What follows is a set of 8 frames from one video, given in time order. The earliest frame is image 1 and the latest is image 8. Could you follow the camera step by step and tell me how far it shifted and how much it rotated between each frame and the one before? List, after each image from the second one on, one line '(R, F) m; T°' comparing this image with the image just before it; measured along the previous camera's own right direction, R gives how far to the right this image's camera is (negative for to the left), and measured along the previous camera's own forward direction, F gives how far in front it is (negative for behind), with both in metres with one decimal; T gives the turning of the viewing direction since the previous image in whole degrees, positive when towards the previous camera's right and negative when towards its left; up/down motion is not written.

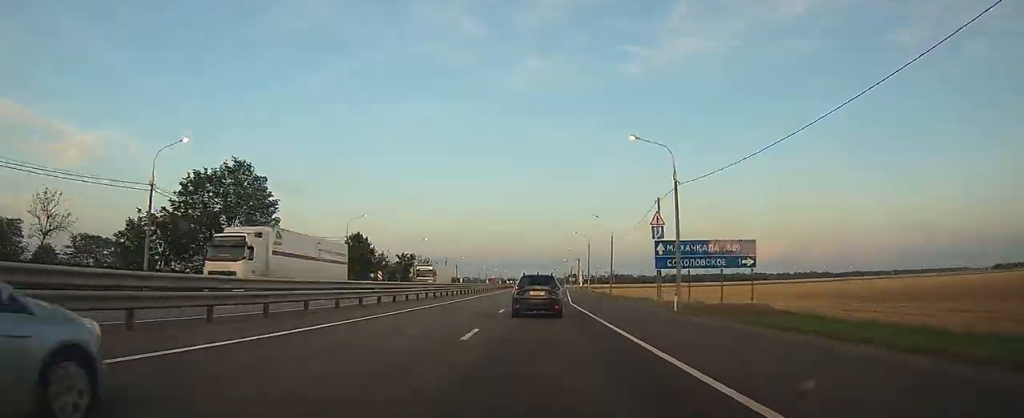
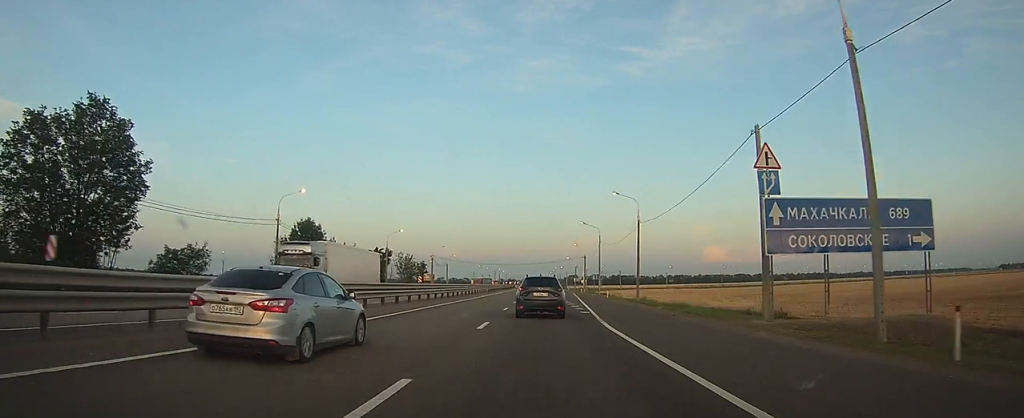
(0.0, +20.3) m; 0°
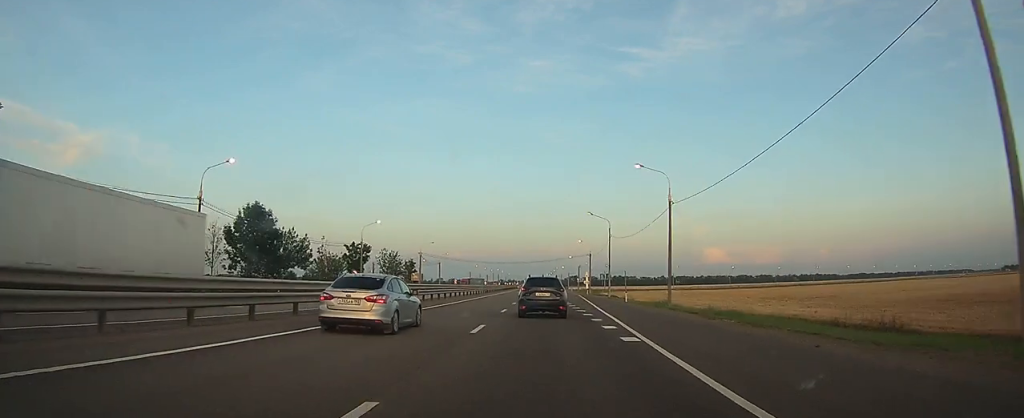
(0.0, +13.4) m; 0°
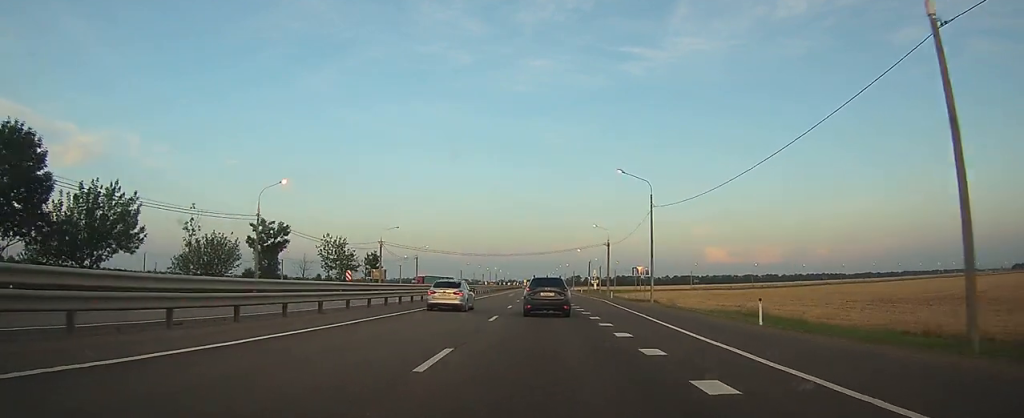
(+0.1, +30.1) m; 0°
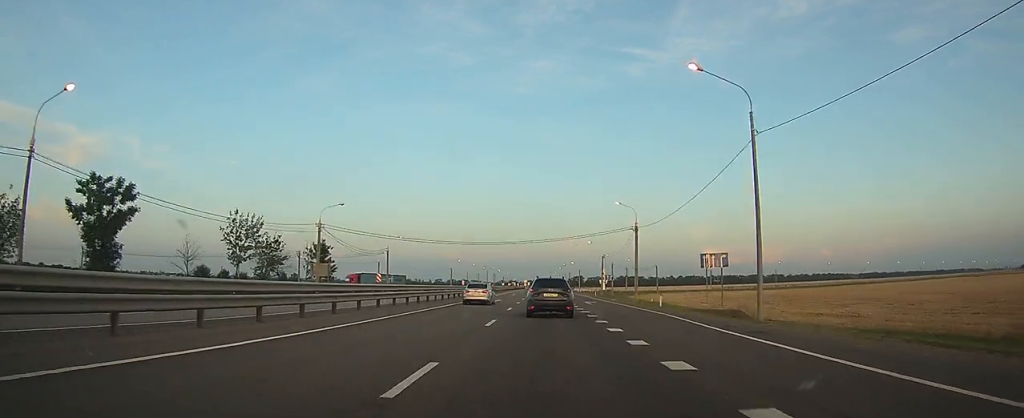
(0.0, +24.9) m; 0°
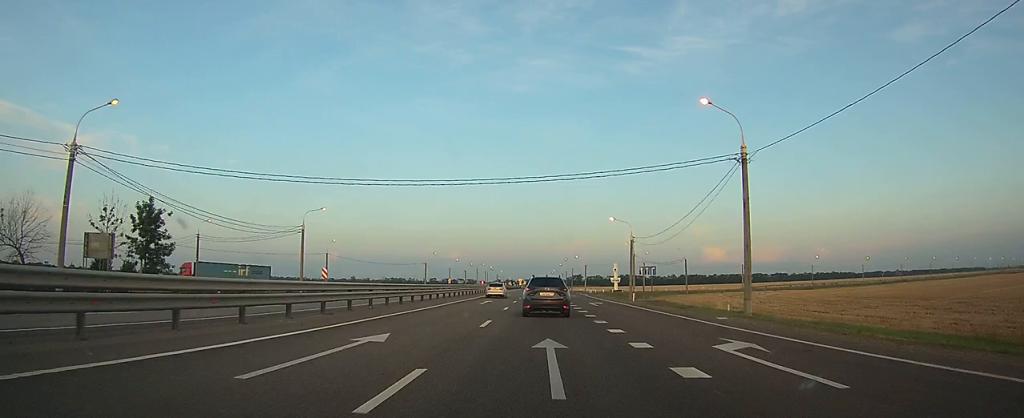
(-0.2, +35.7) m; -1°
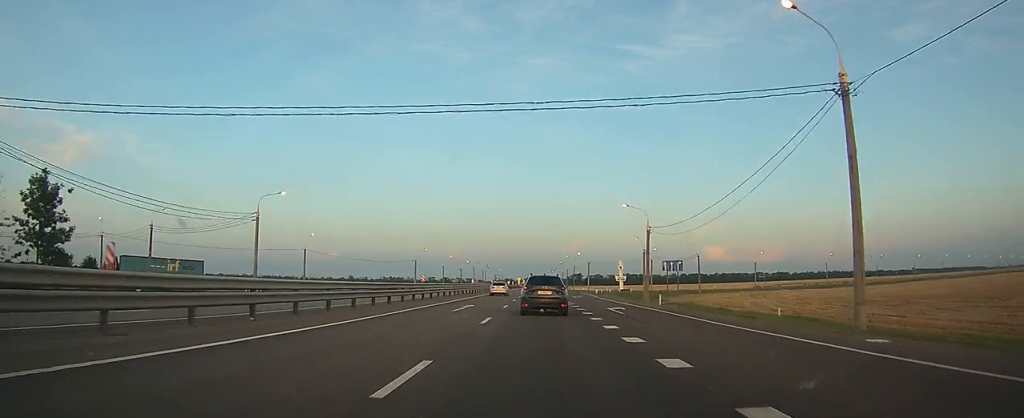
(0.0, +11.1) m; 0°
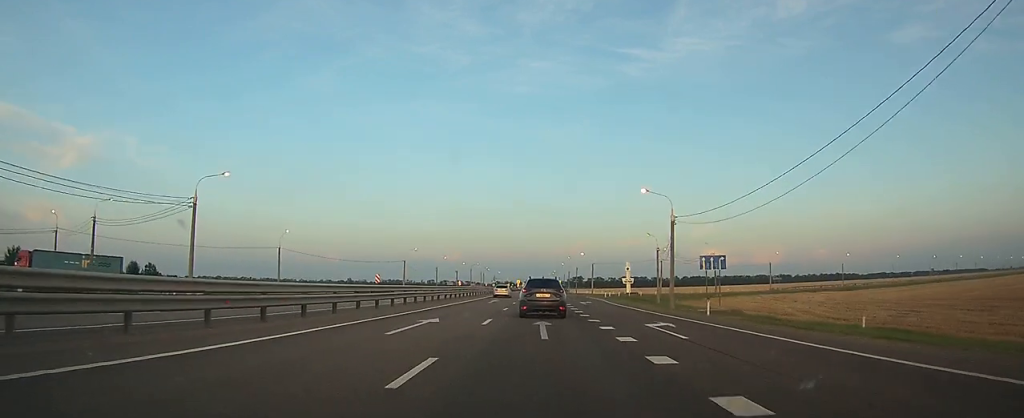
(0.0, +11.2) m; 0°
